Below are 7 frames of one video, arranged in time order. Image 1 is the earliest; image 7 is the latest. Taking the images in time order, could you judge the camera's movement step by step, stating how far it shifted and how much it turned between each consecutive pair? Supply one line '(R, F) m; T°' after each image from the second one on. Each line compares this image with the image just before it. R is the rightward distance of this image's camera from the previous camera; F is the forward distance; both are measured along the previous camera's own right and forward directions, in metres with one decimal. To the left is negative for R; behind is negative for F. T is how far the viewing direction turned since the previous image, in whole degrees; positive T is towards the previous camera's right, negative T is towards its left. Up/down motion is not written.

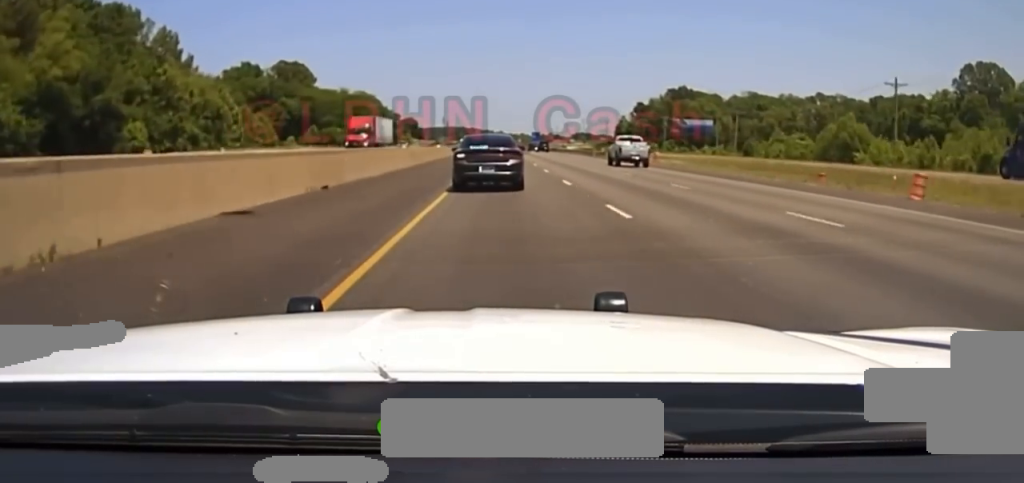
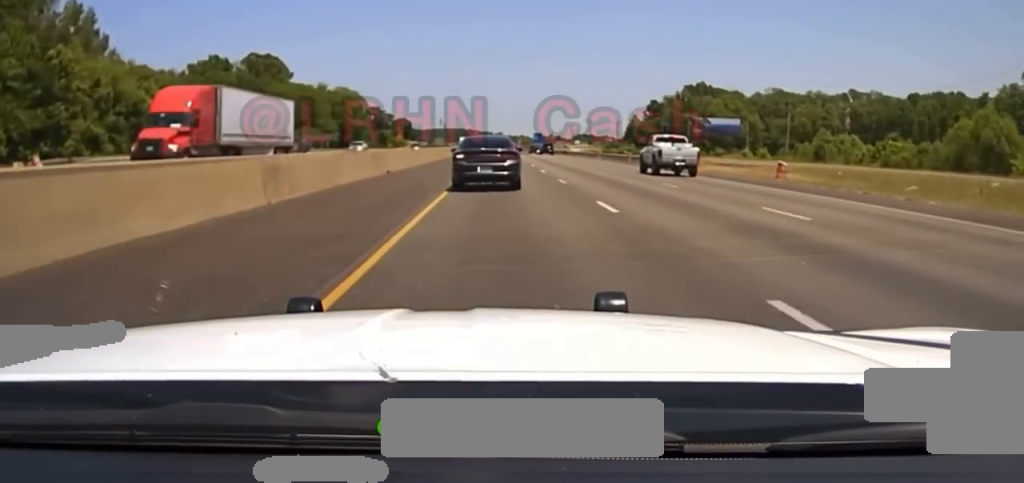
(0.0, +34.7) m; 0°
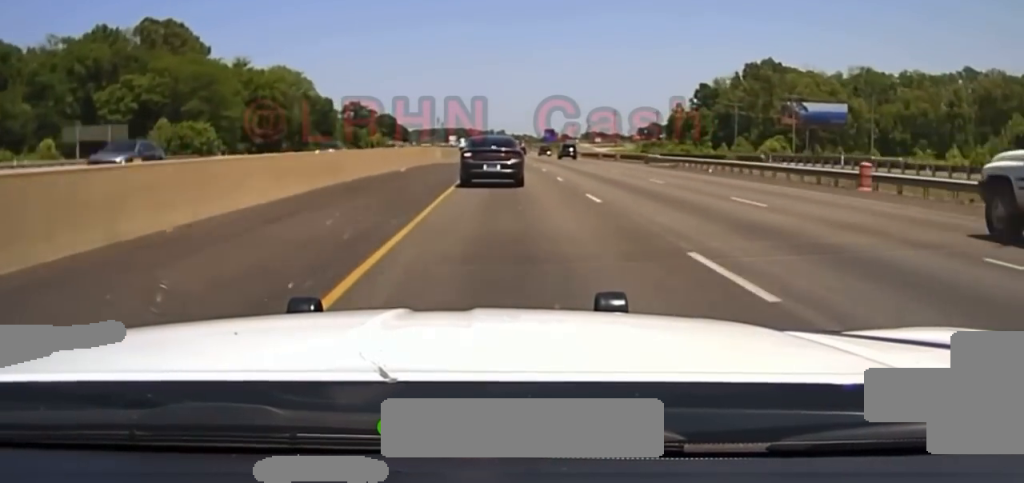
(0.0, +84.2) m; 0°
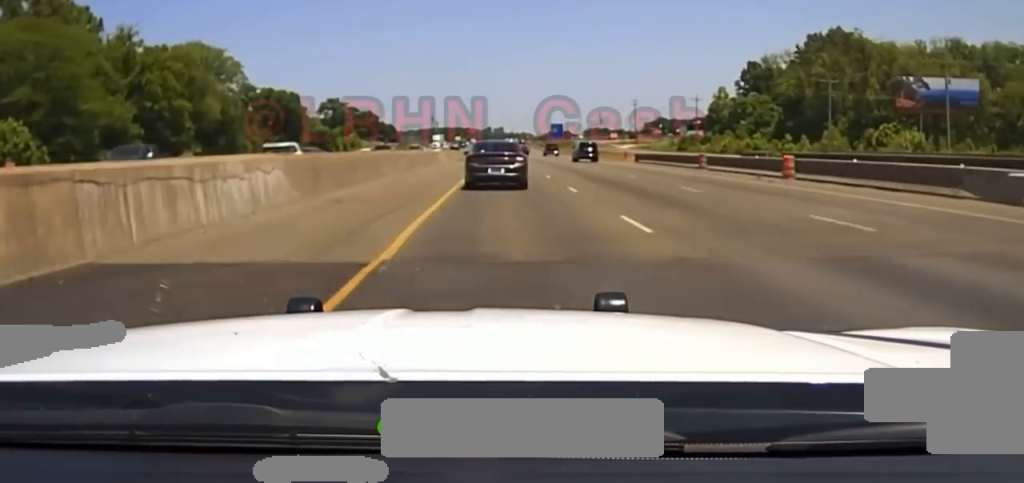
(-0.1, +59.5) m; 0°
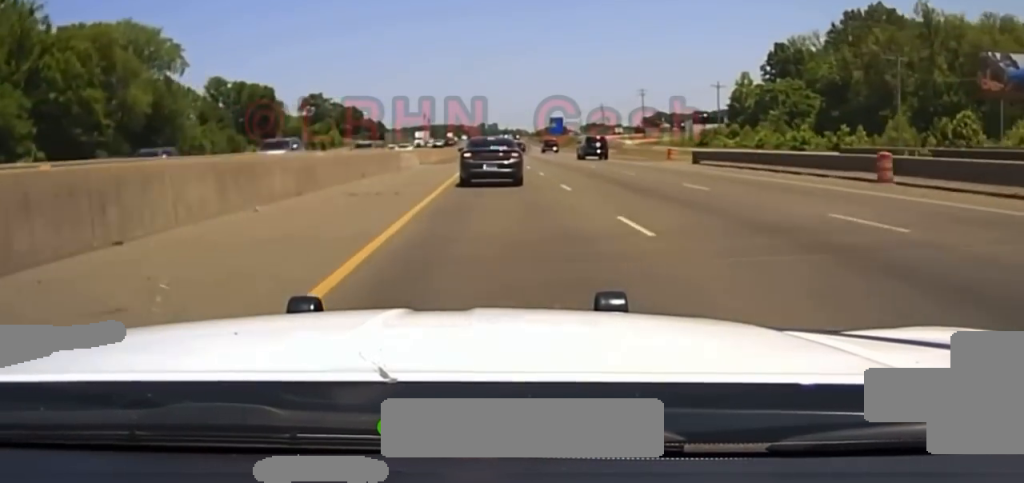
(0.0, +24.9) m; 0°
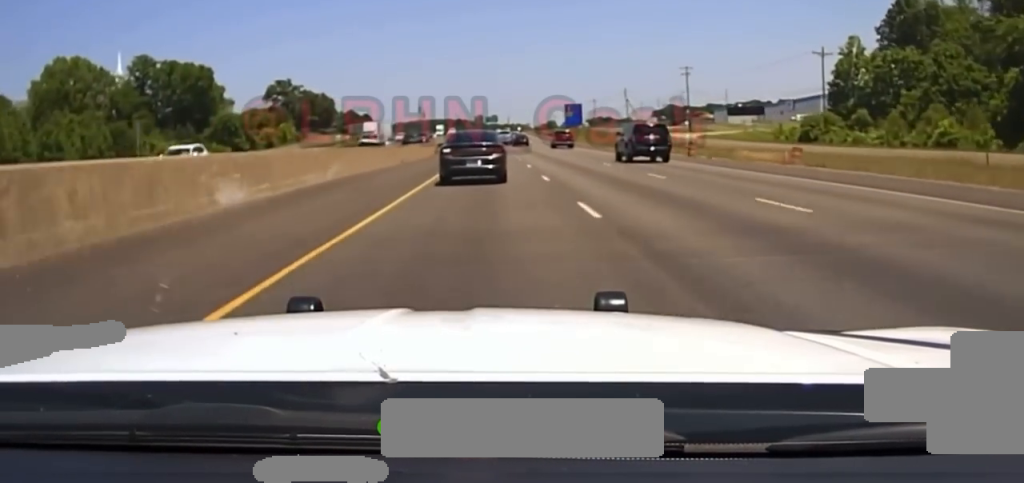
(+0.2, +54.5) m; 0°
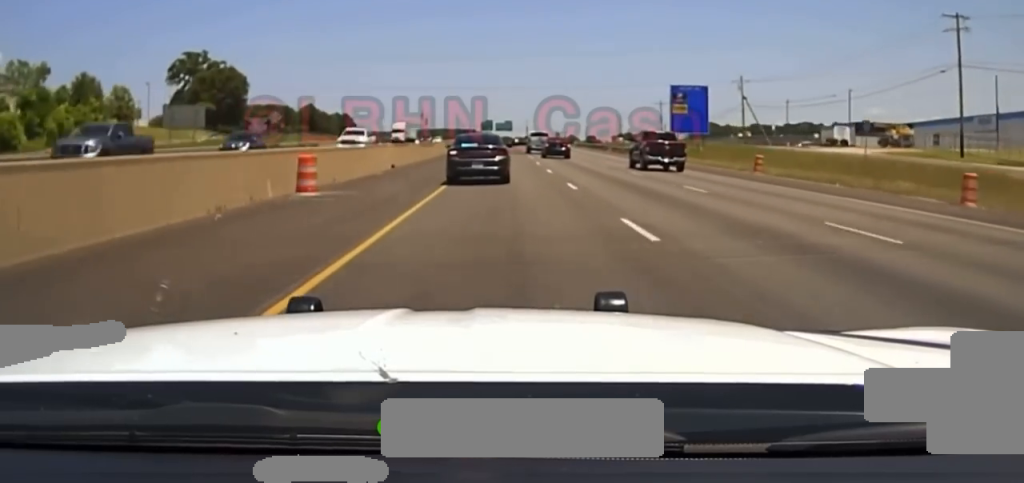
(-0.7, +110.1) m; -1°
